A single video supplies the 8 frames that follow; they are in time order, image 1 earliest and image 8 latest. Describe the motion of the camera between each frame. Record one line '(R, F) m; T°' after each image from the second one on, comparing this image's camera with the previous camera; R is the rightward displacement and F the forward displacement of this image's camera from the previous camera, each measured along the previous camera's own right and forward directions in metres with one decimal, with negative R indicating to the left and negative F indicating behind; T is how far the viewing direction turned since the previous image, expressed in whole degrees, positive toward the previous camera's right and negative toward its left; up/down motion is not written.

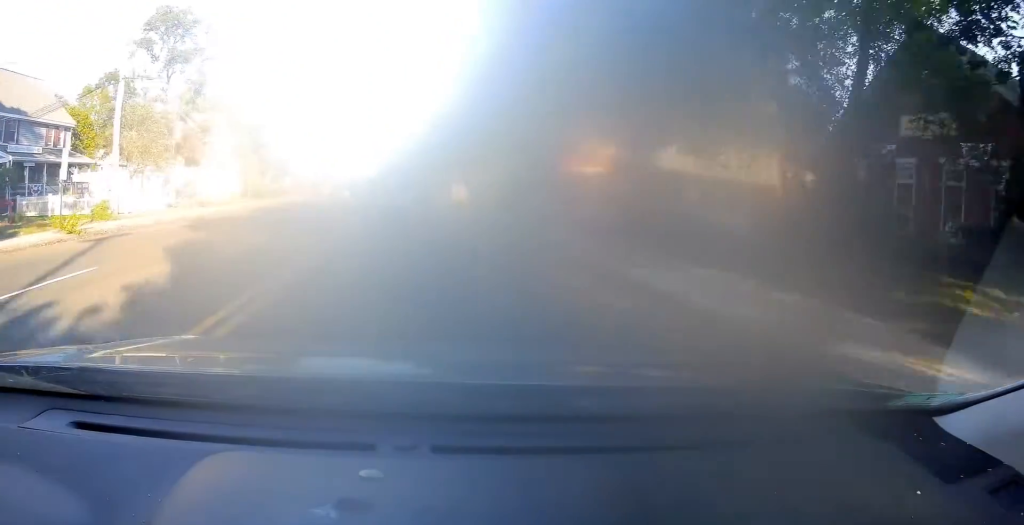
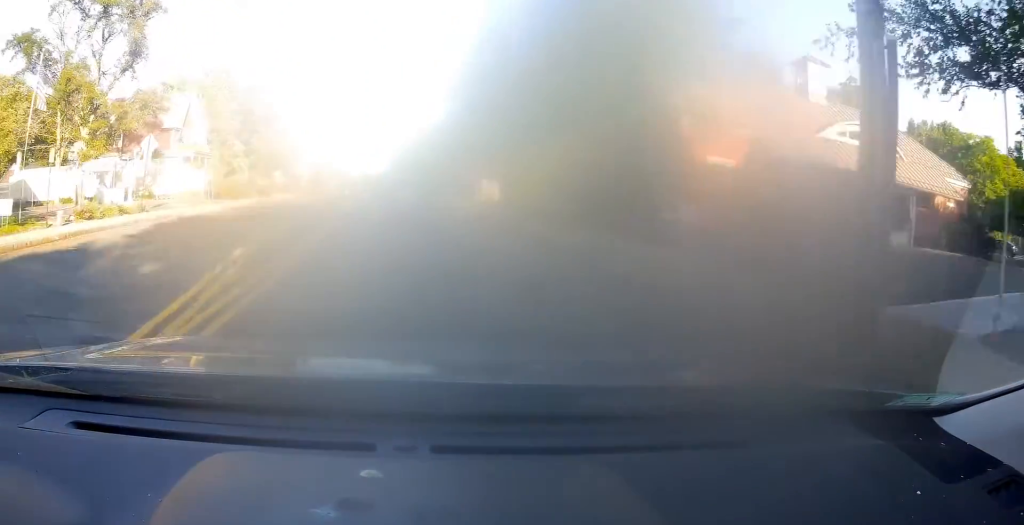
(-0.2, +13.4) m; -3°
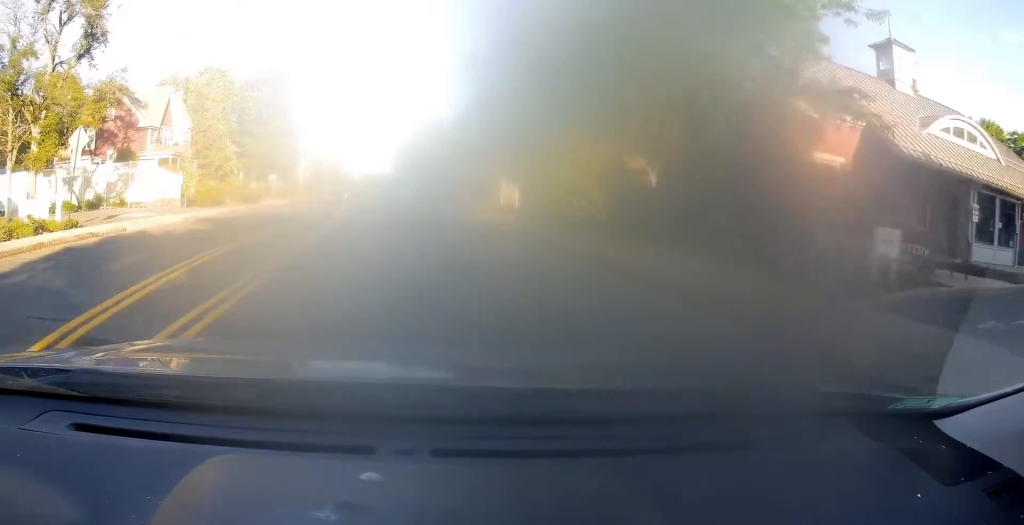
(-0.1, +5.1) m; -1°
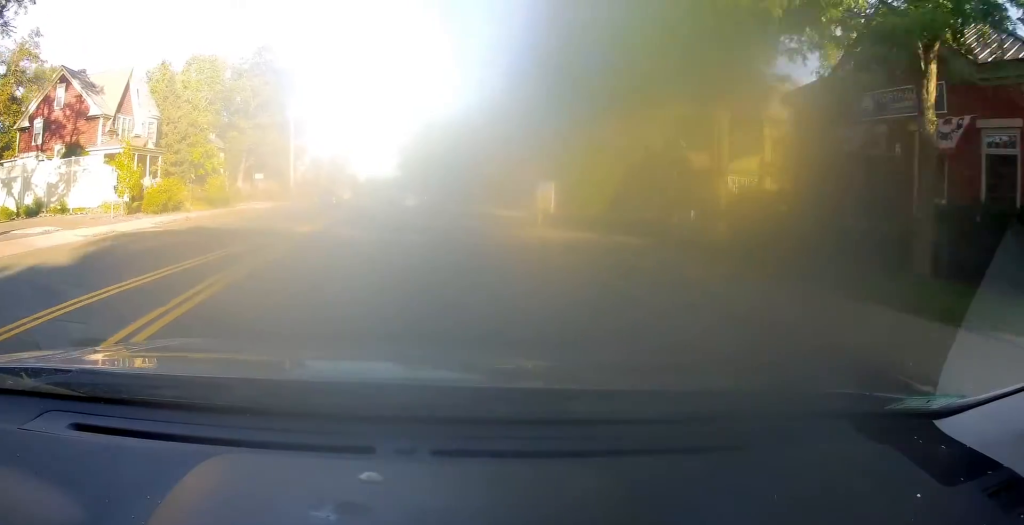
(+0.6, +20.6) m; +2°
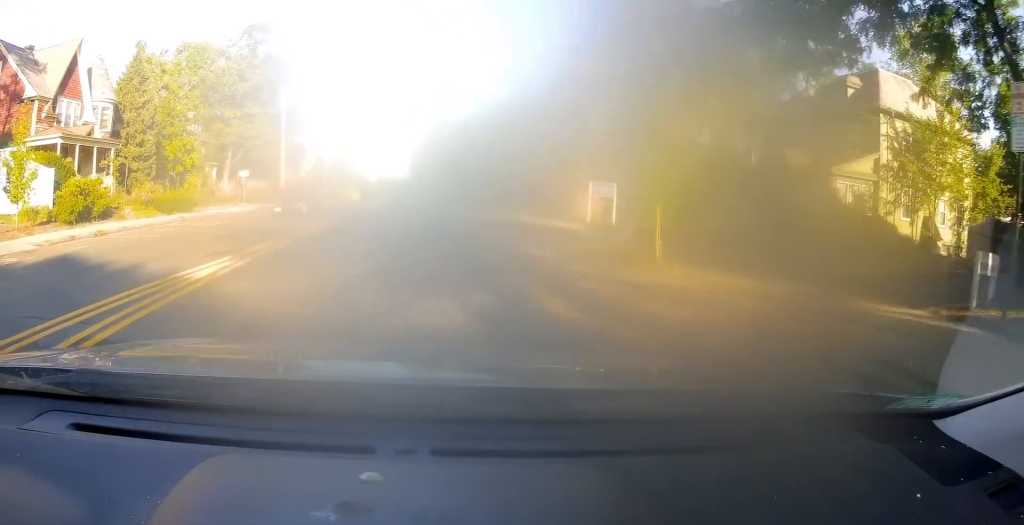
(0.0, +8.8) m; -2°
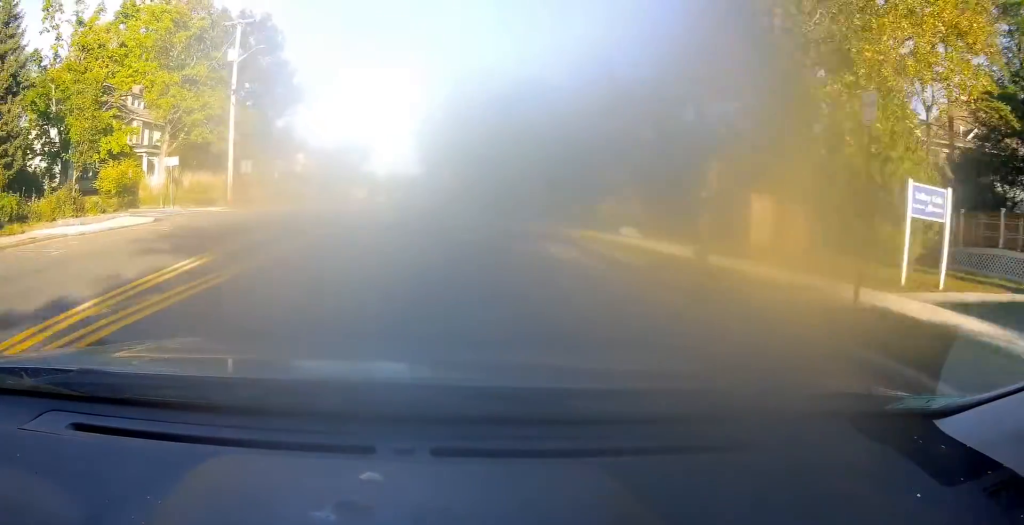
(-1.1, +17.2) m; -5°
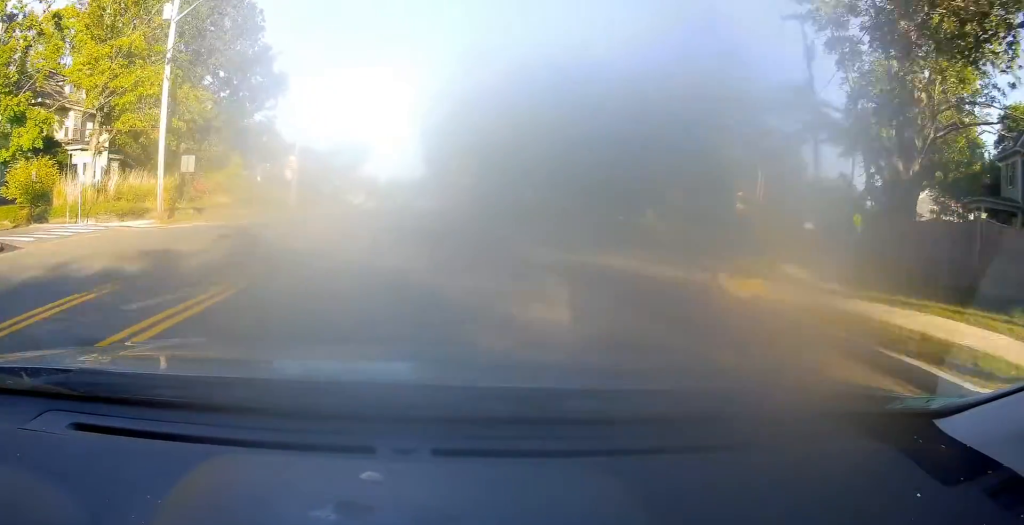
(-0.1, +10.0) m; 0°
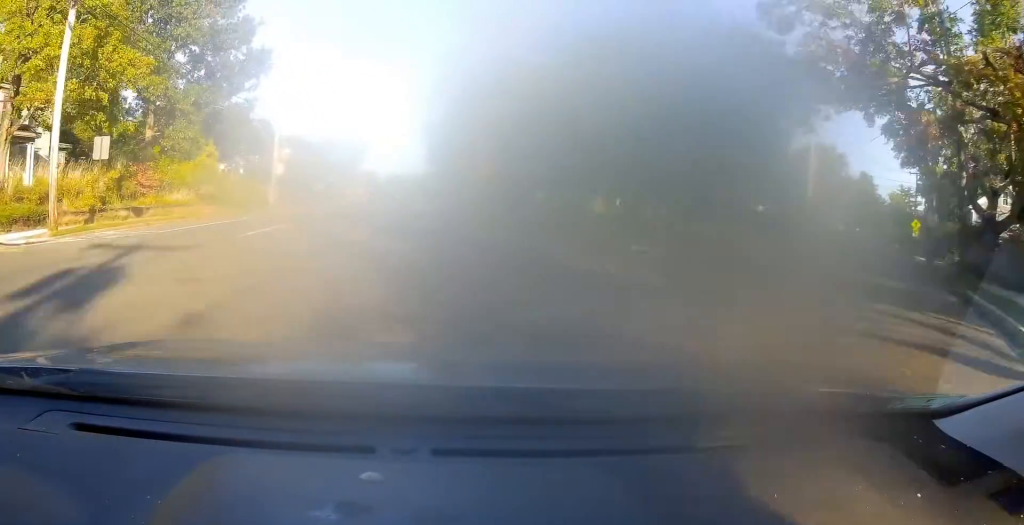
(+0.2, +8.3) m; +1°
